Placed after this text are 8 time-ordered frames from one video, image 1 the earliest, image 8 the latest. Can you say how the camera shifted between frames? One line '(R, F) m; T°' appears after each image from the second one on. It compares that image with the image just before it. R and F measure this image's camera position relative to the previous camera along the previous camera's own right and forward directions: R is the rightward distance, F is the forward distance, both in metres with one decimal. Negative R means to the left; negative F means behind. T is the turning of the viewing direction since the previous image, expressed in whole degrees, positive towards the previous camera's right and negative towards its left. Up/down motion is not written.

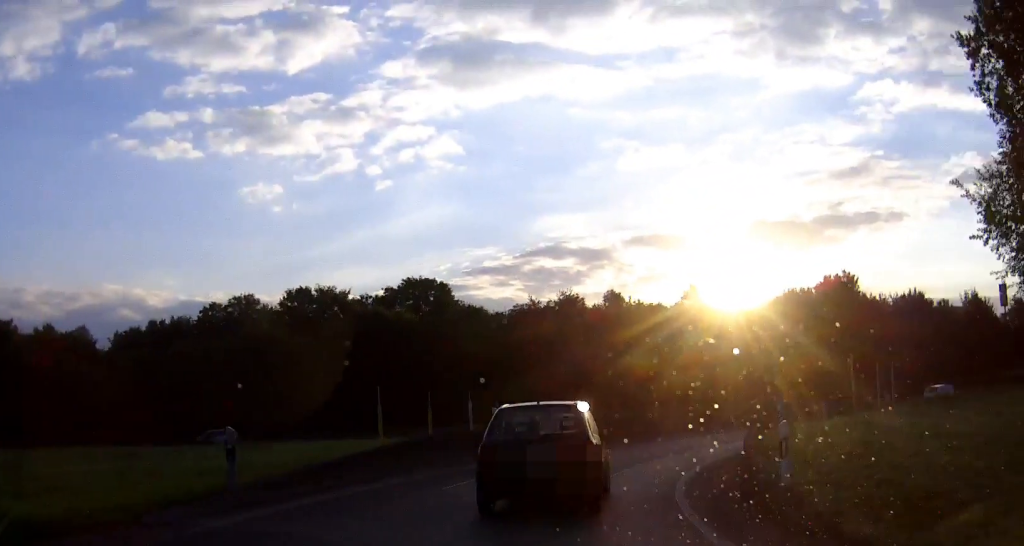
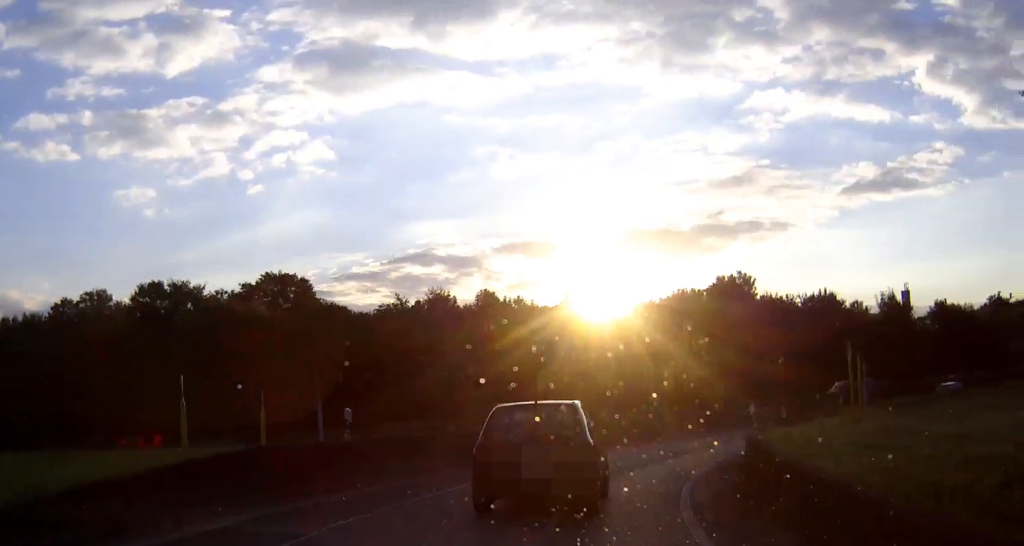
(+0.6, +7.5) m; +9°
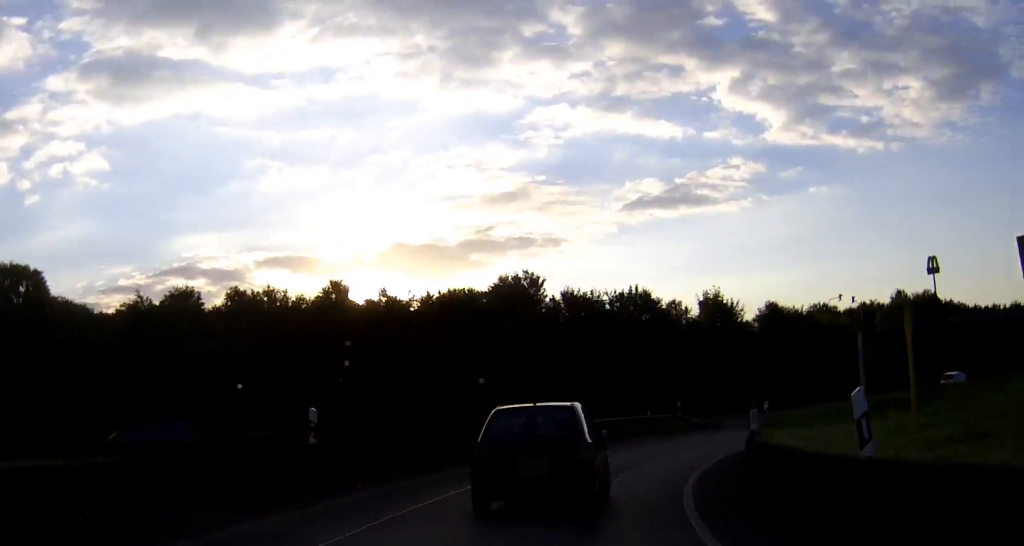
(+1.8, +13.0) m; +17°
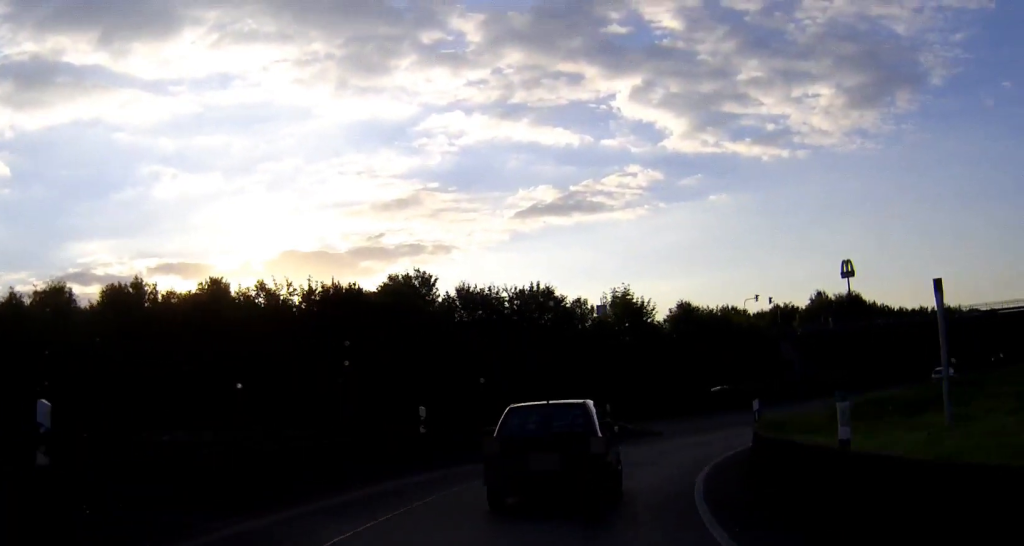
(+0.3, +6.2) m; +8°
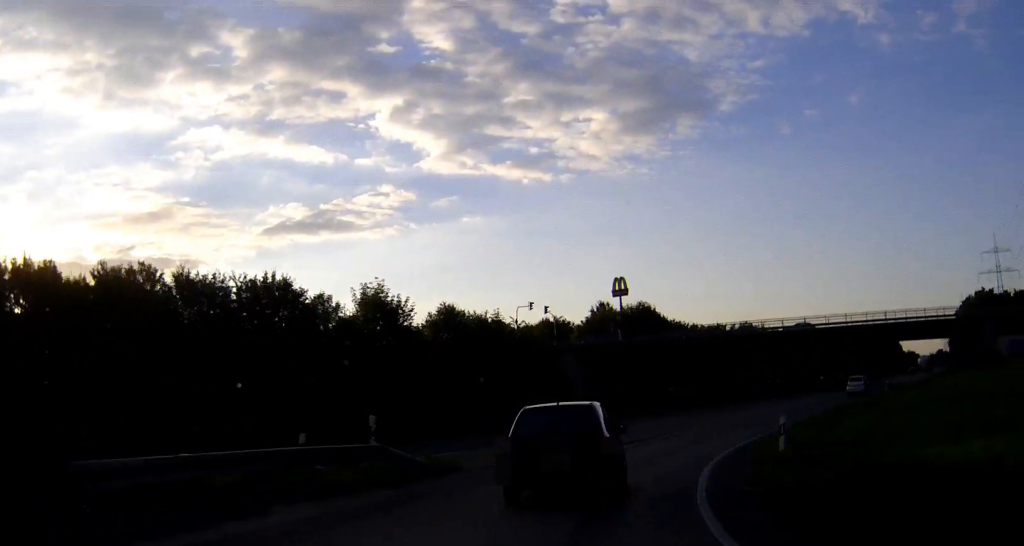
(+2.3, +14.8) m; +18°
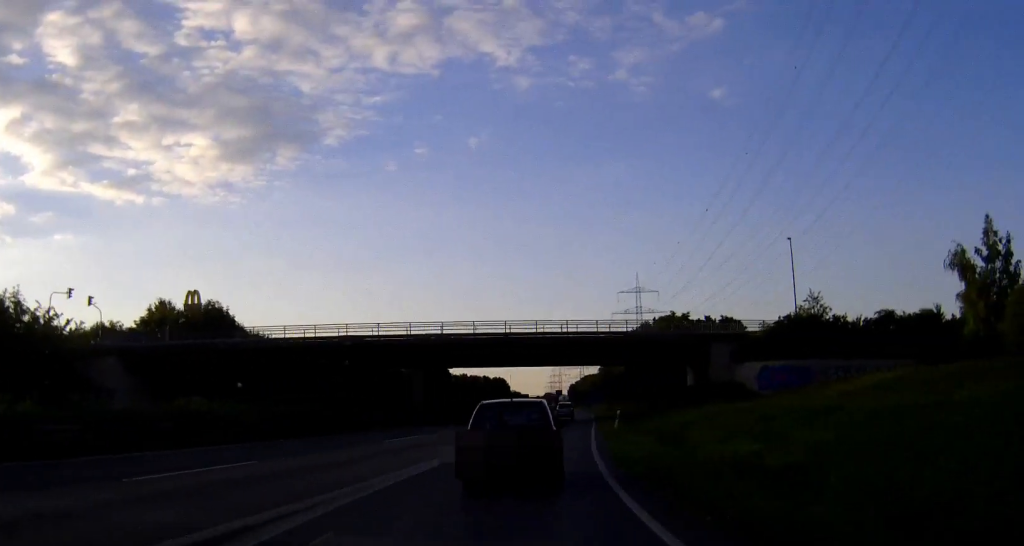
(+5.9, +25.2) m; +20°
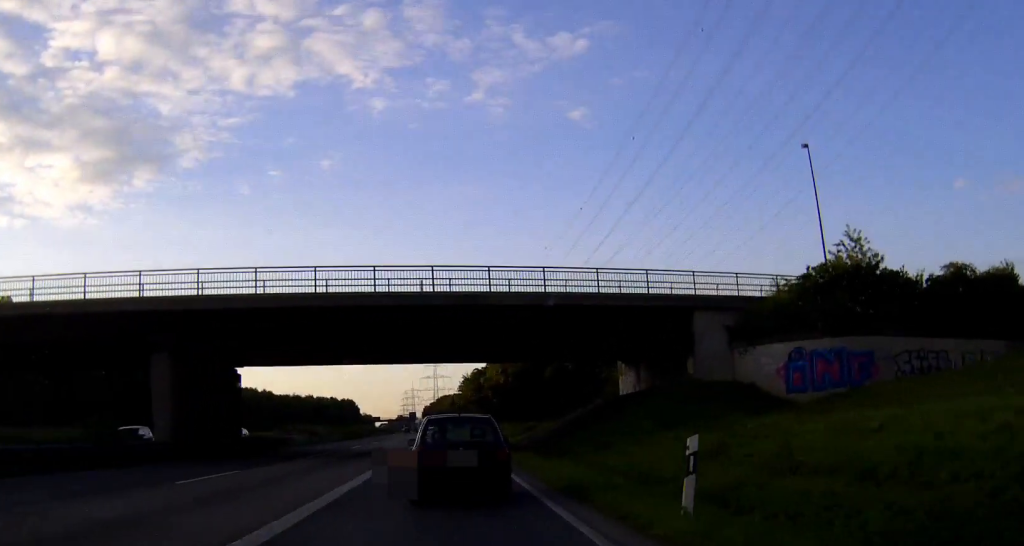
(+2.5, +33.0) m; +6°
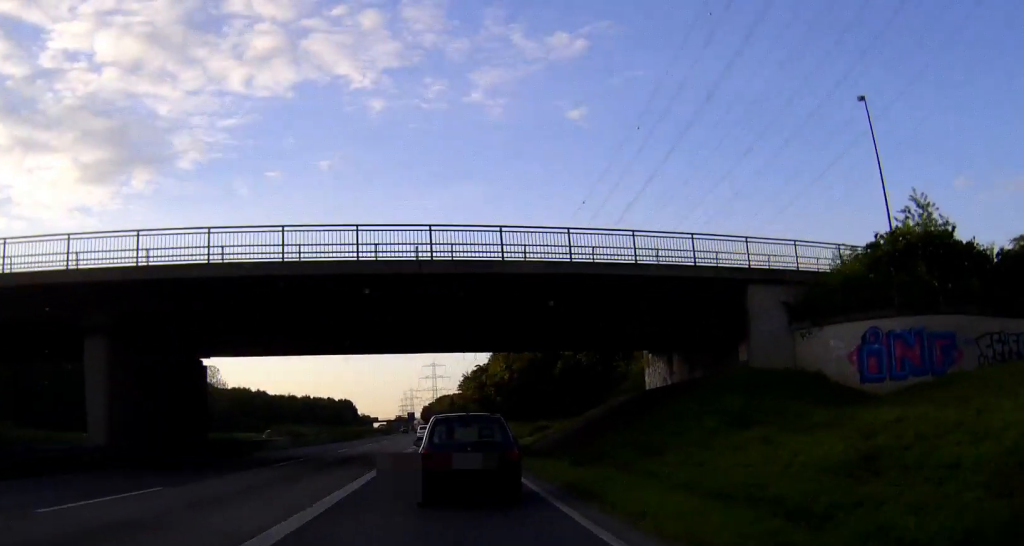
(+0.2, +7.5) m; 0°
